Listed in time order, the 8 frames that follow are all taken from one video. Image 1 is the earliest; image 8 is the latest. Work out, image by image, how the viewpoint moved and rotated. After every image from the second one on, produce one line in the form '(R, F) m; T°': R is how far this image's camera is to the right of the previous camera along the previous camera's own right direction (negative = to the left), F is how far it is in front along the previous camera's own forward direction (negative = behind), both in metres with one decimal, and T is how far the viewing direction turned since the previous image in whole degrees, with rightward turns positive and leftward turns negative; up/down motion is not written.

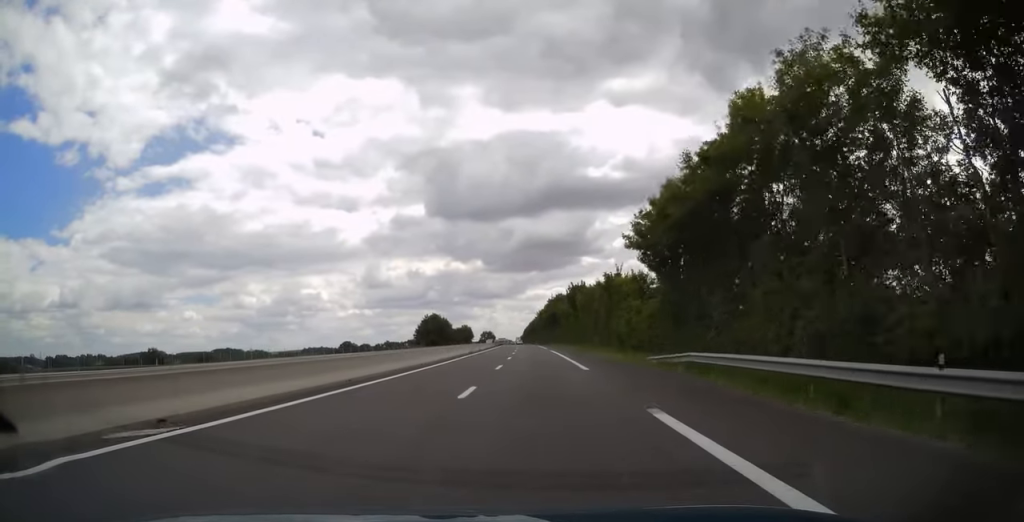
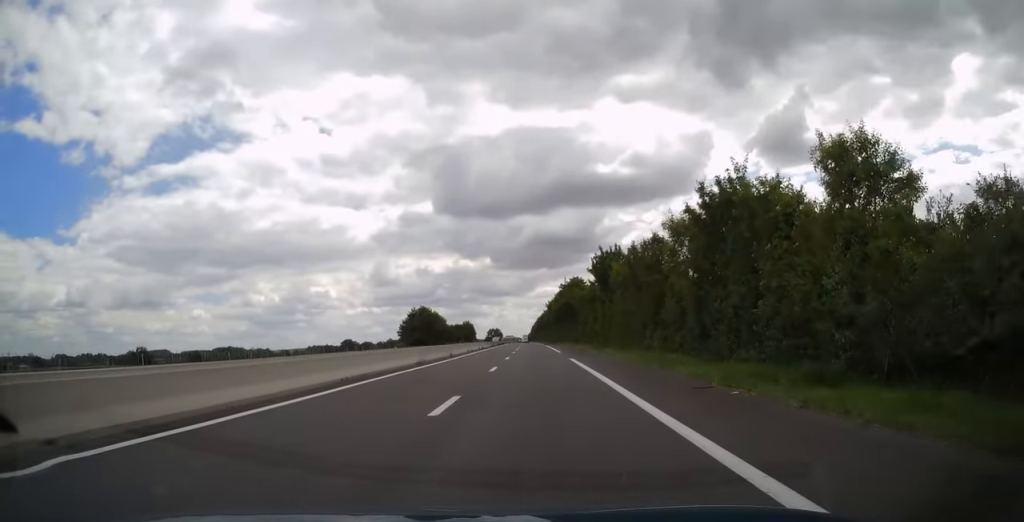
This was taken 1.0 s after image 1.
(-0.2, +29.0) m; -1°
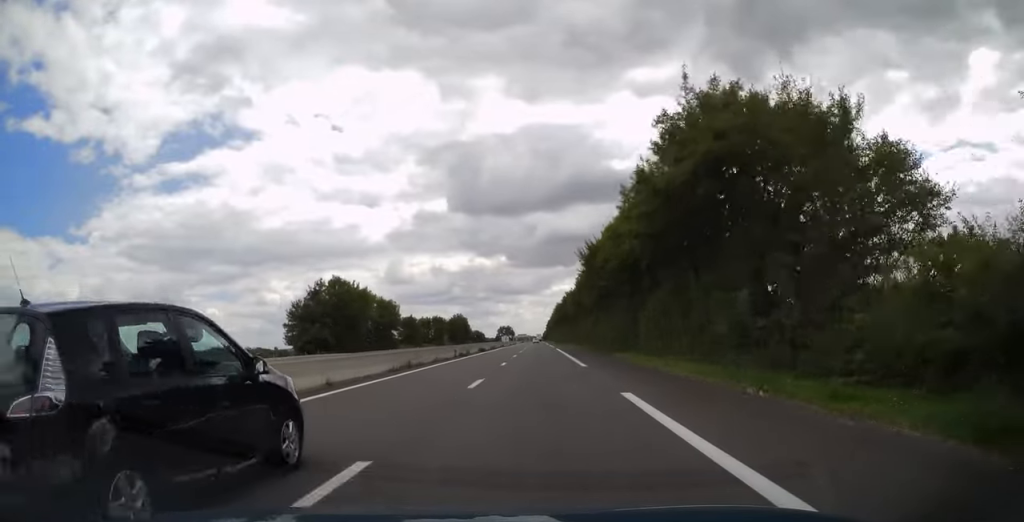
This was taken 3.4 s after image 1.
(-1.2, +71.4) m; -2°
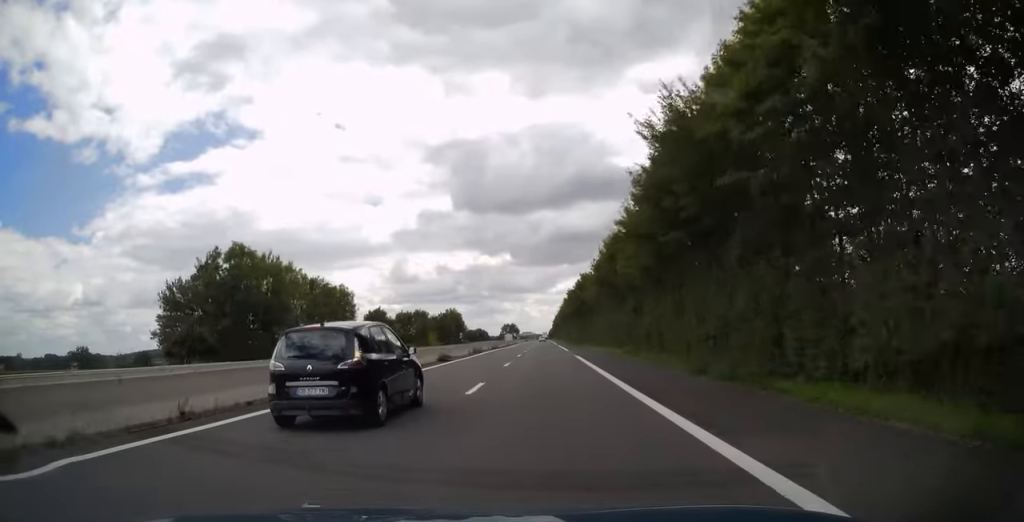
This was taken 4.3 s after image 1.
(-0.1, +27.6) m; -1°
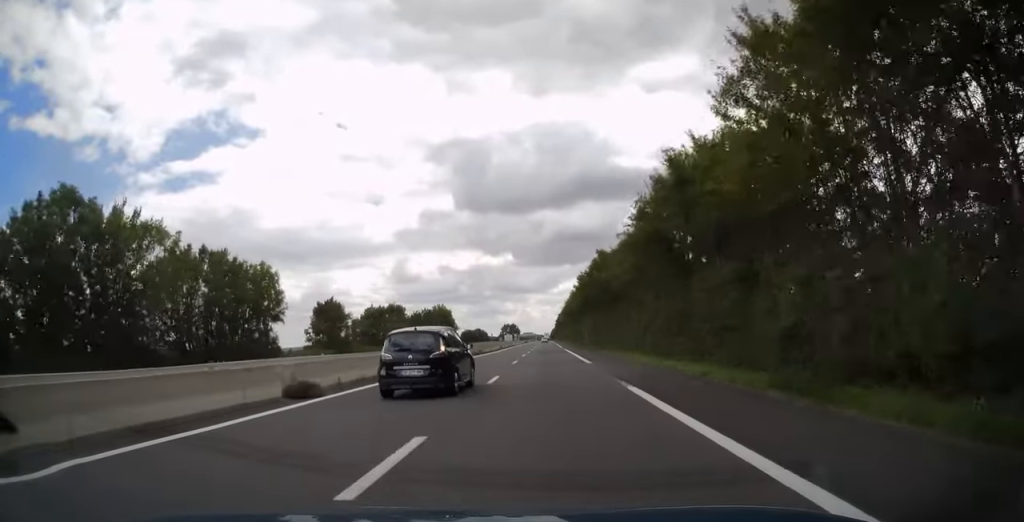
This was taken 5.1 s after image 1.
(-0.1, +22.2) m; 0°
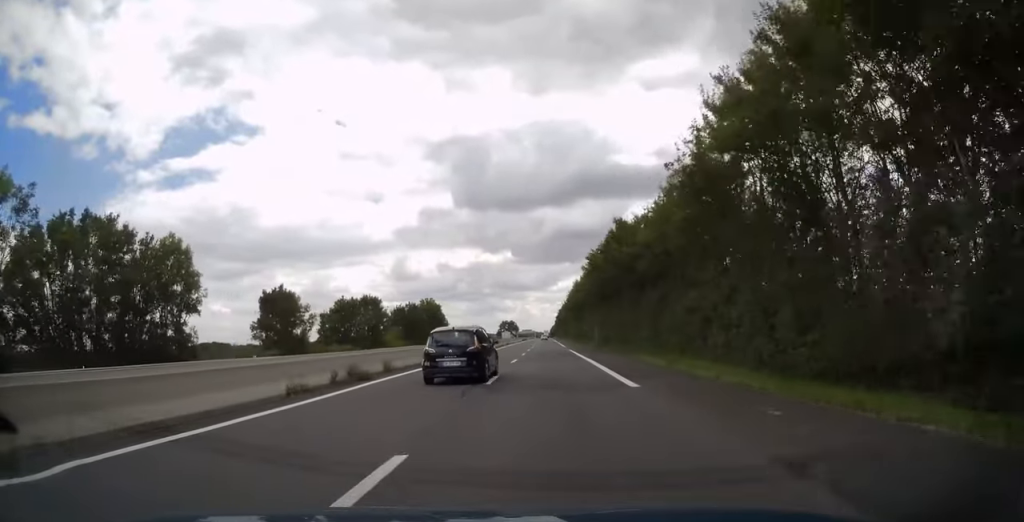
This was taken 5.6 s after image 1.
(0.0, +14.3) m; 0°
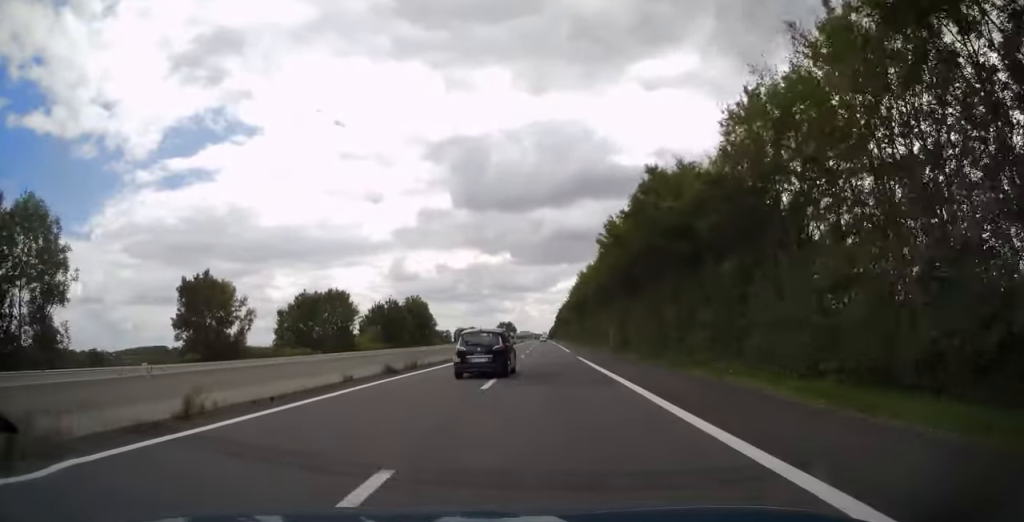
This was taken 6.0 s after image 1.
(0.0, +13.8) m; 0°
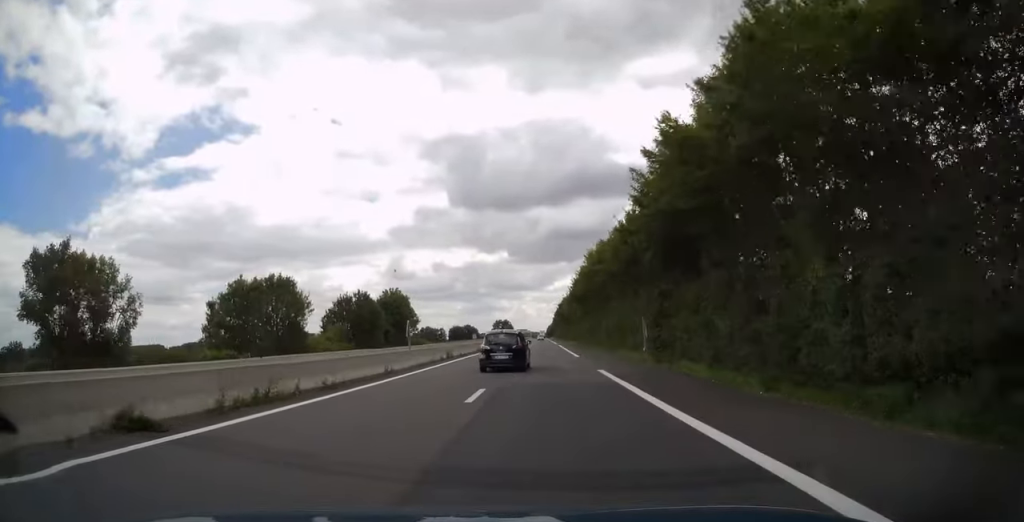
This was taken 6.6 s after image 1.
(0.0, +15.8) m; 0°
